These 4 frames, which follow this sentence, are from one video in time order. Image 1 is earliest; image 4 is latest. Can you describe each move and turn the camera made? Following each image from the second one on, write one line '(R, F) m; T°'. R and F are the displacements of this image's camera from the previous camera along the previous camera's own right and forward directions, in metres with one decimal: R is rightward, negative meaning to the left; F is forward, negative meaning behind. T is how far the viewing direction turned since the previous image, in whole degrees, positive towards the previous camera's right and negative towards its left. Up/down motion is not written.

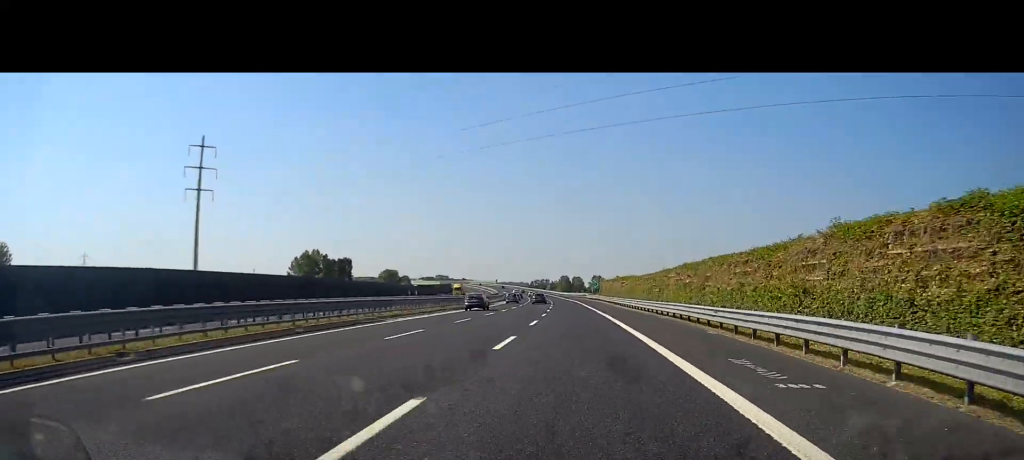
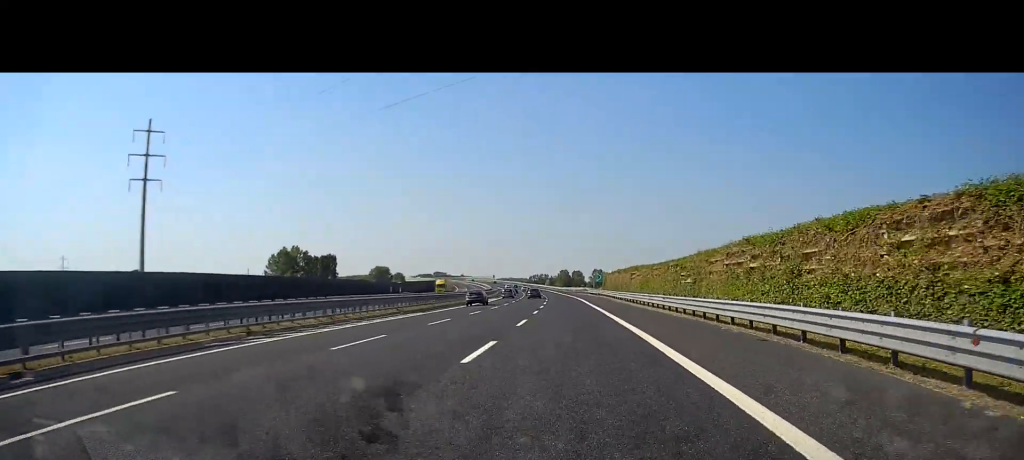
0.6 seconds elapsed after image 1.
(0.0, +15.9) m; 0°
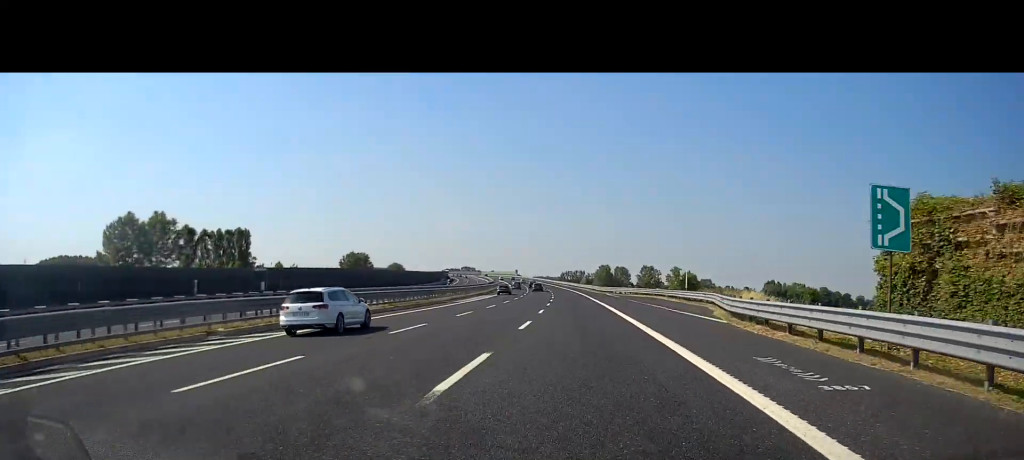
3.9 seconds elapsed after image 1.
(-3.2, +87.8) m; -4°
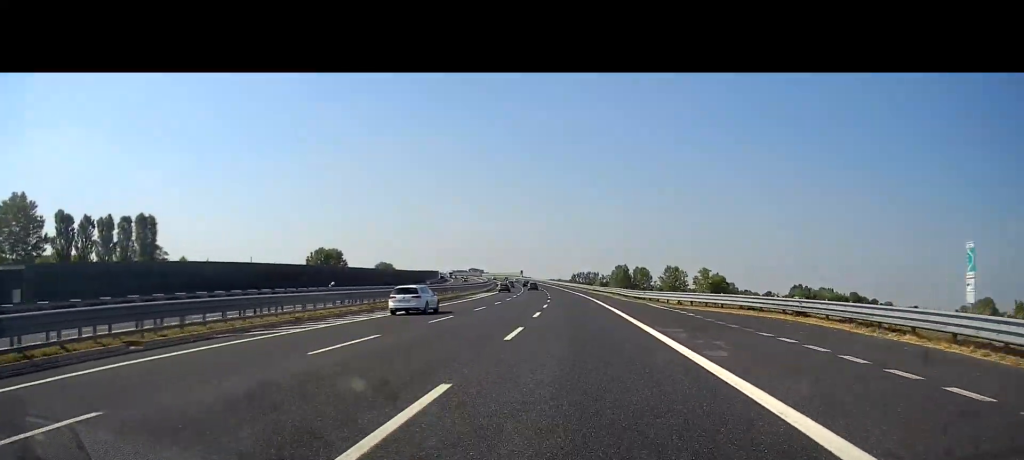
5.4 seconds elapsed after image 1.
(-0.3, +40.9) m; -1°
